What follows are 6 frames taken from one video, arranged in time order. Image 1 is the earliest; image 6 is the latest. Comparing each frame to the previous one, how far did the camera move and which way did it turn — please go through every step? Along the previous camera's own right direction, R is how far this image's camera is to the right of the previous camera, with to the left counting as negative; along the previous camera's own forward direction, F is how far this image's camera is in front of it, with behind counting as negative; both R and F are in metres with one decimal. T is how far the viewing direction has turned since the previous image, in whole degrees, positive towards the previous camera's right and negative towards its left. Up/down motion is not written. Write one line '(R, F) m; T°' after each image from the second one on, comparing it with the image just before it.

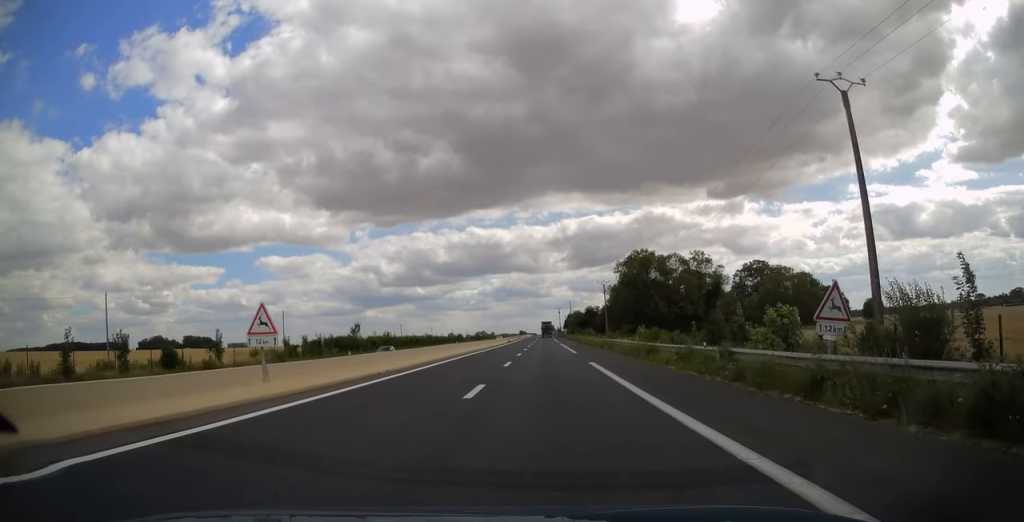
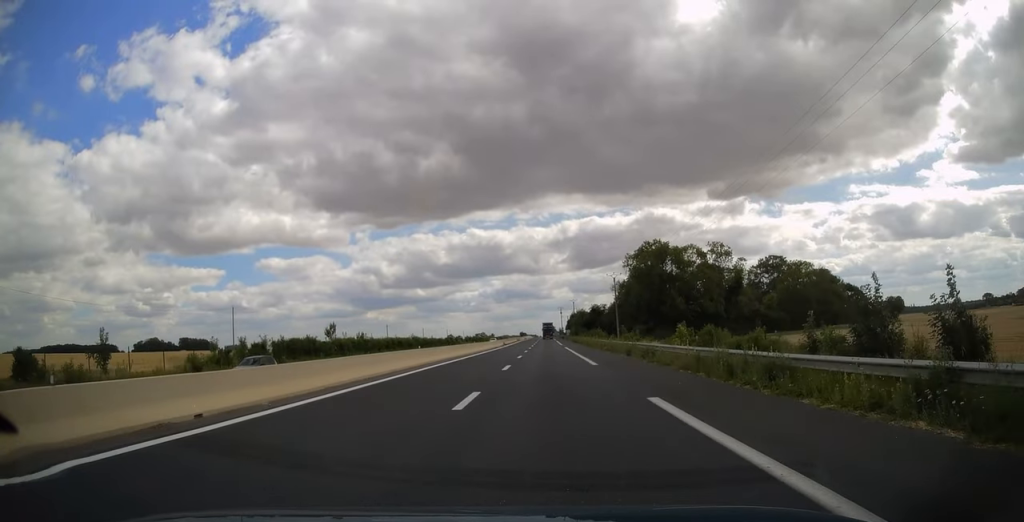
(0.0, +14.6) m; 0°
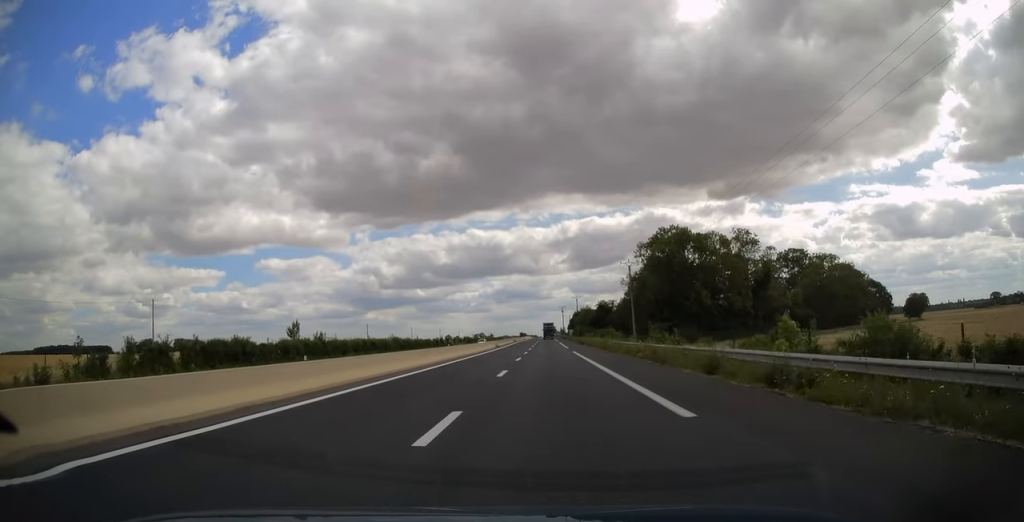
(0.0, +16.1) m; 0°
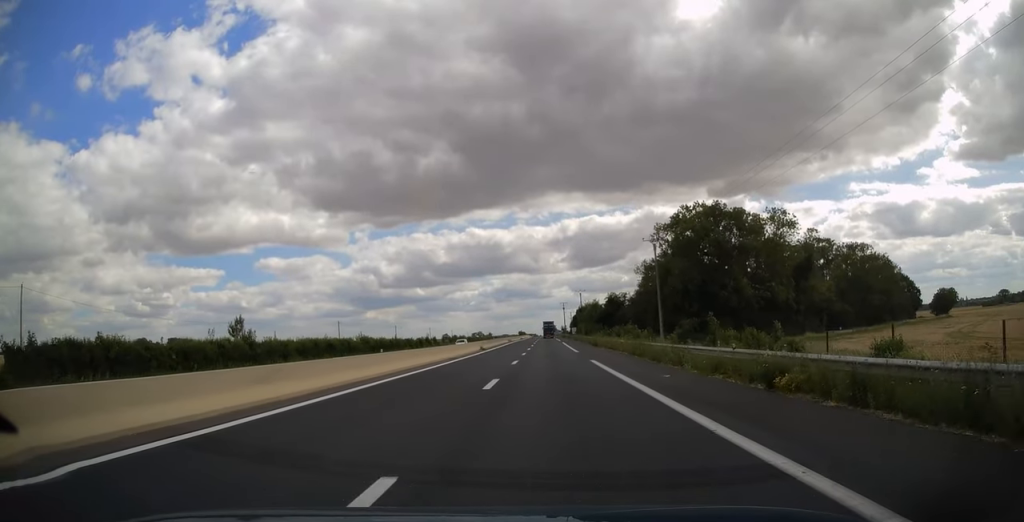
(0.0, +17.5) m; 0°
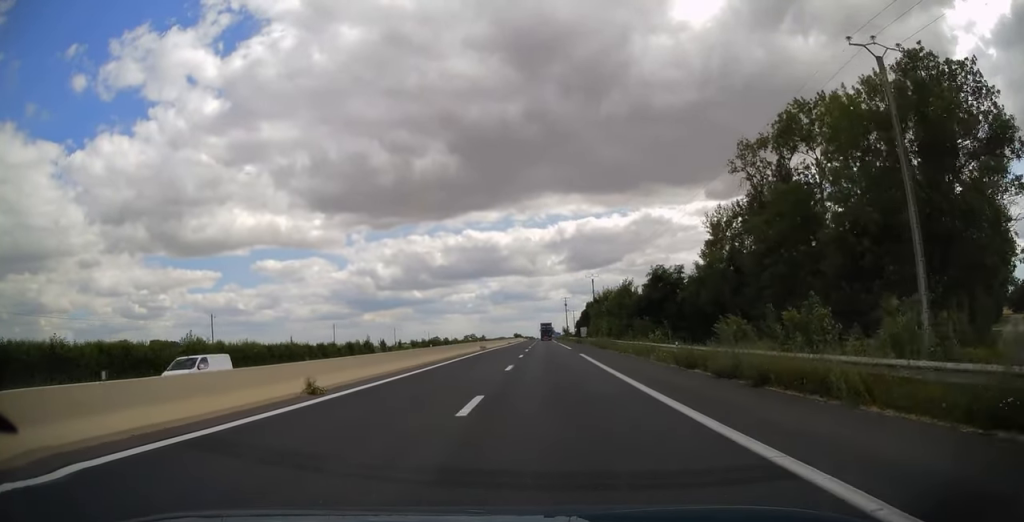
(+0.1, +42.4) m; 0°
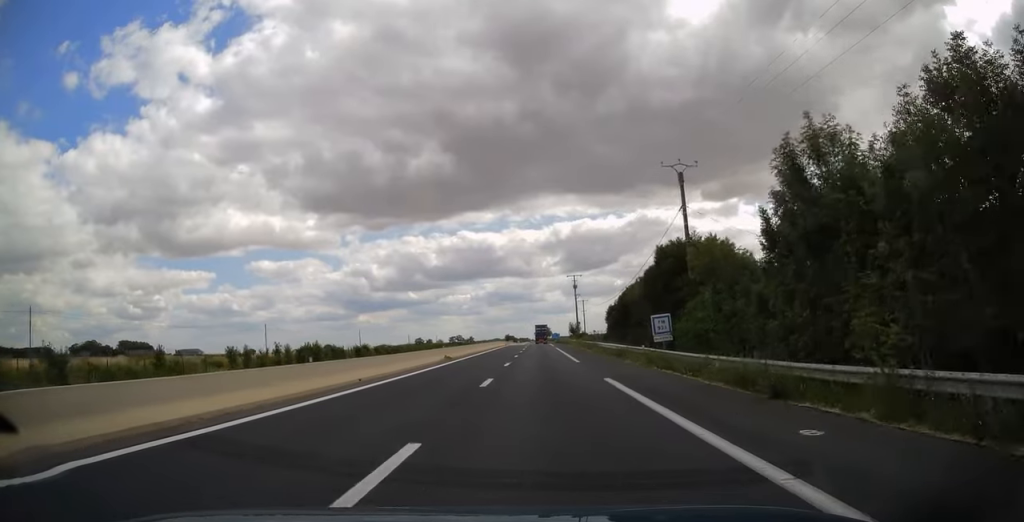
(+0.1, +68.9) m; 0°
